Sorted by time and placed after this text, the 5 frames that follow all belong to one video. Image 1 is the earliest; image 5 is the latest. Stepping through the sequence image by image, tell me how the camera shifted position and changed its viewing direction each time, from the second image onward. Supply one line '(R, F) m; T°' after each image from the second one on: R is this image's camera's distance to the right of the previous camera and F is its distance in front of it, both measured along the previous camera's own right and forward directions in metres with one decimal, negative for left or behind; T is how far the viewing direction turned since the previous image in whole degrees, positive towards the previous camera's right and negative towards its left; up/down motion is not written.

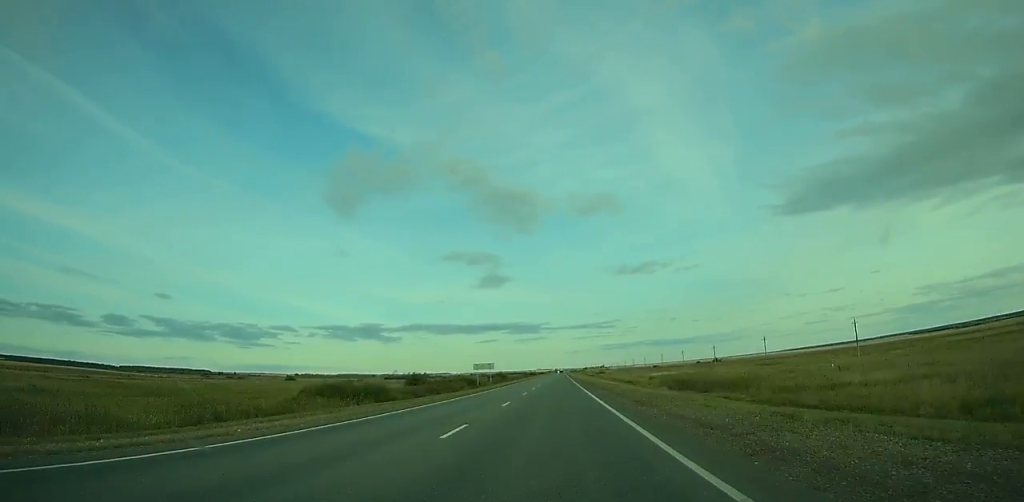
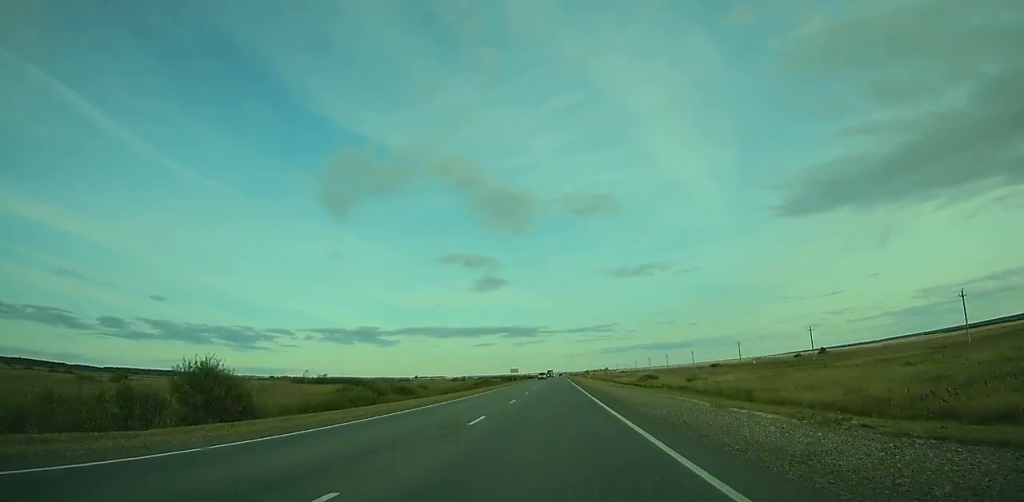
(+0.5, +155.0) m; 0°
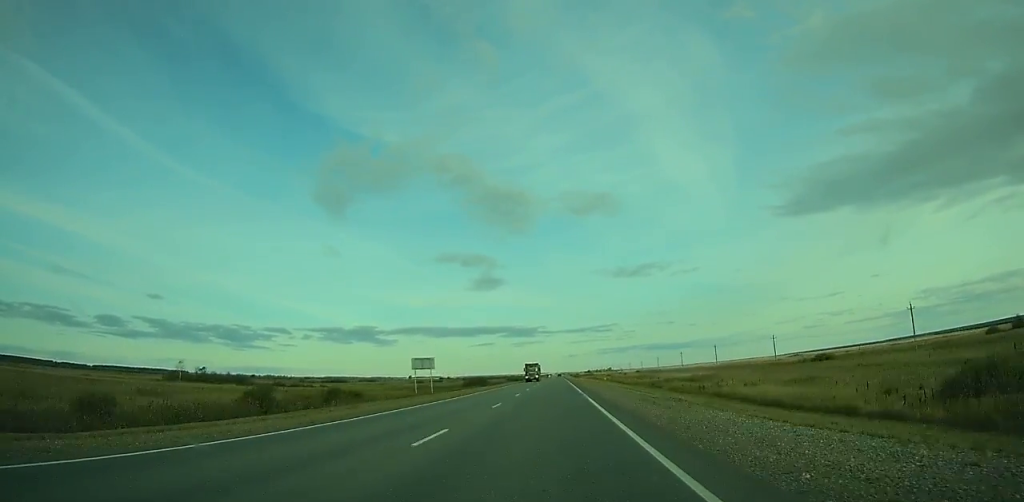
(+0.4, +103.1) m; 0°
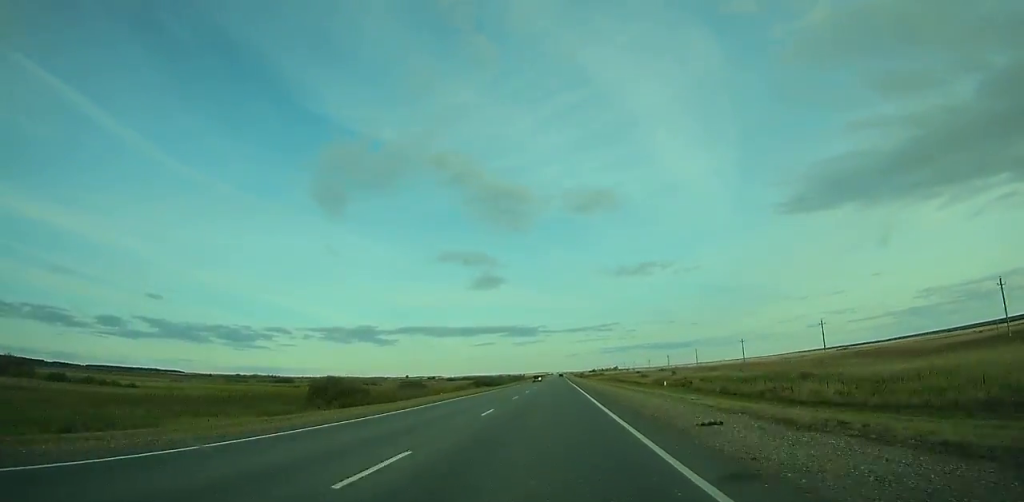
(+0.1, +87.8) m; 0°
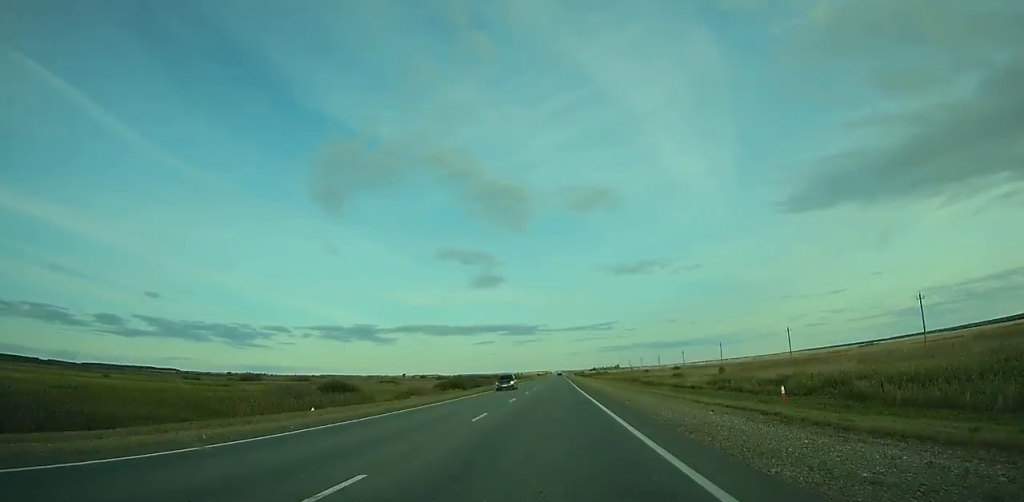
(0.0, +38.2) m; 0°
